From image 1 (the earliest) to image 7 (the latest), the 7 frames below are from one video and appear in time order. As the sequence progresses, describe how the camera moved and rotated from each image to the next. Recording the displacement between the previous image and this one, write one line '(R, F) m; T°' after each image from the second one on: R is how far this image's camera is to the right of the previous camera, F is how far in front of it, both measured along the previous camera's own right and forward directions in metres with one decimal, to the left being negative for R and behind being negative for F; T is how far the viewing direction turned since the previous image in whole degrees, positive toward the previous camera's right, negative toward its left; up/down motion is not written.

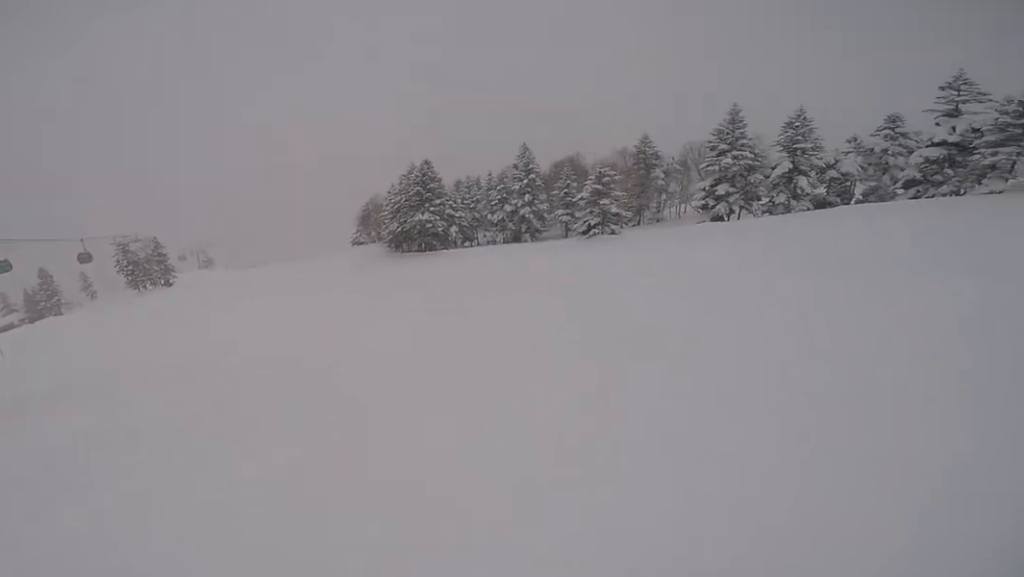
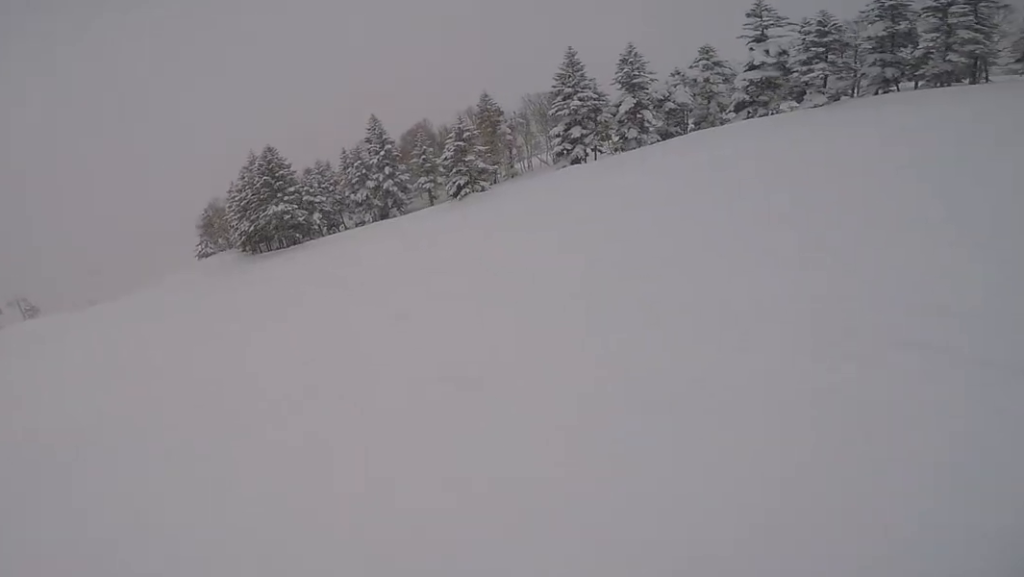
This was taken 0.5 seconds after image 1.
(-0.2, +4.3) m; 0°
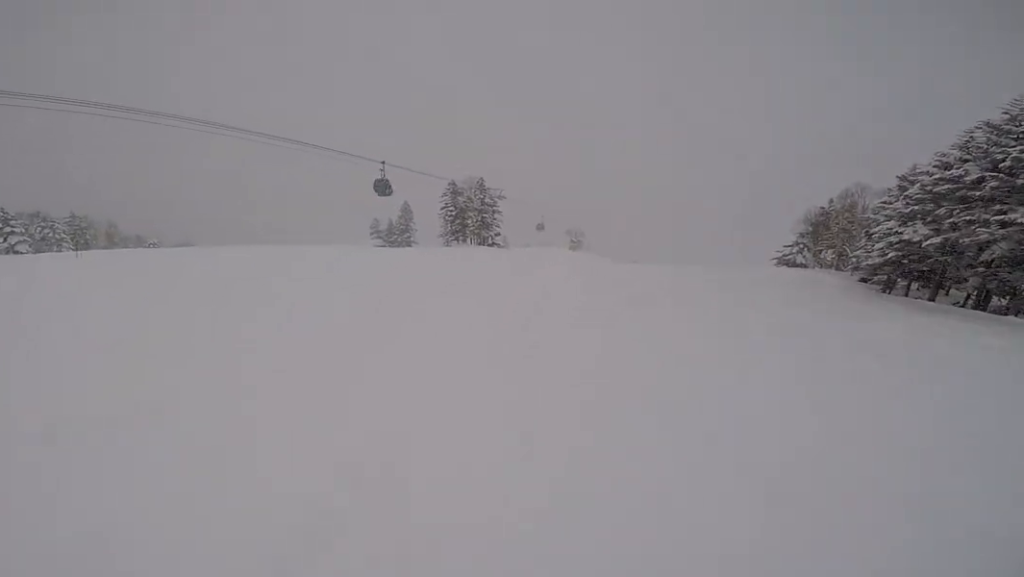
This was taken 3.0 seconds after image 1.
(-1.7, +19.1) m; -25°
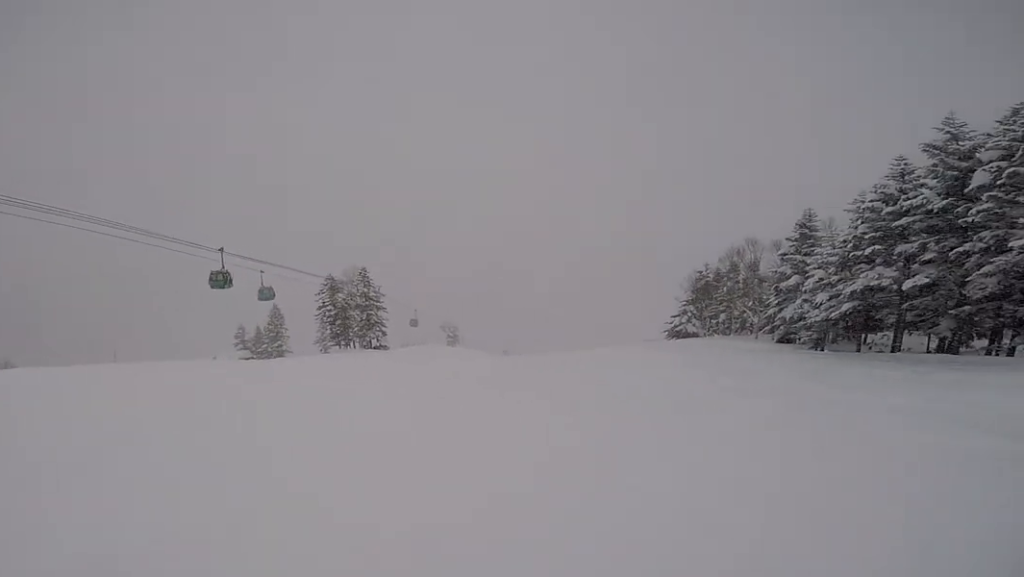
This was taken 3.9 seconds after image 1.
(-1.4, +7.2) m; -1°
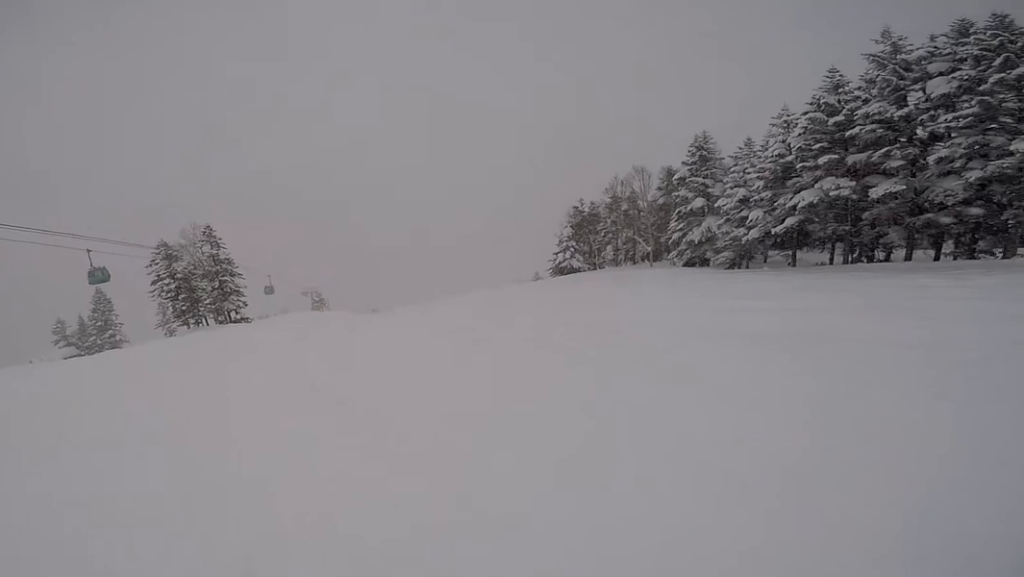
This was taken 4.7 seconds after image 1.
(+1.0, +5.6) m; +18°
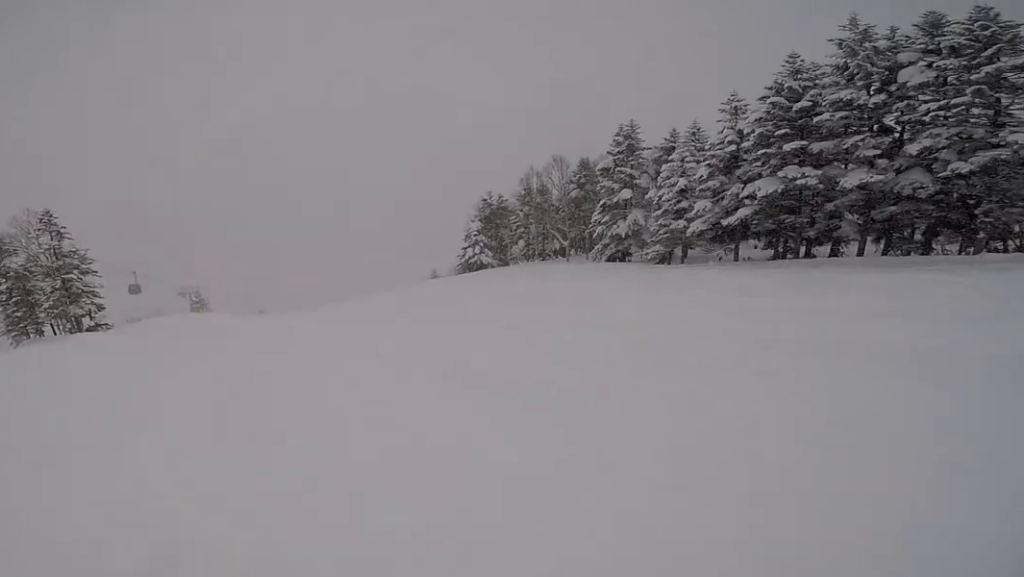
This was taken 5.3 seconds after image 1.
(+0.6, +3.8) m; +10°
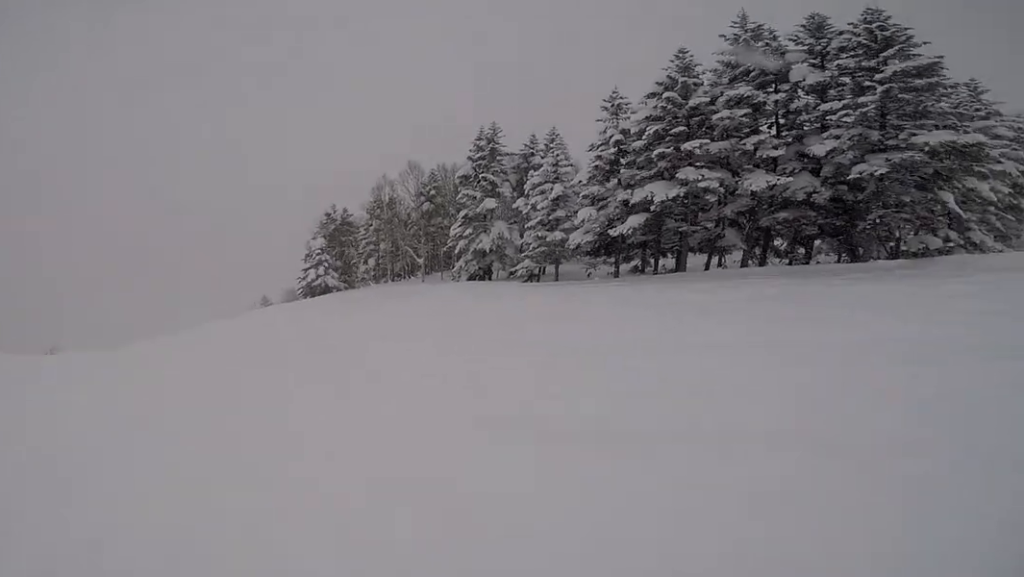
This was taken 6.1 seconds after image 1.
(+0.6, +4.7) m; +8°
